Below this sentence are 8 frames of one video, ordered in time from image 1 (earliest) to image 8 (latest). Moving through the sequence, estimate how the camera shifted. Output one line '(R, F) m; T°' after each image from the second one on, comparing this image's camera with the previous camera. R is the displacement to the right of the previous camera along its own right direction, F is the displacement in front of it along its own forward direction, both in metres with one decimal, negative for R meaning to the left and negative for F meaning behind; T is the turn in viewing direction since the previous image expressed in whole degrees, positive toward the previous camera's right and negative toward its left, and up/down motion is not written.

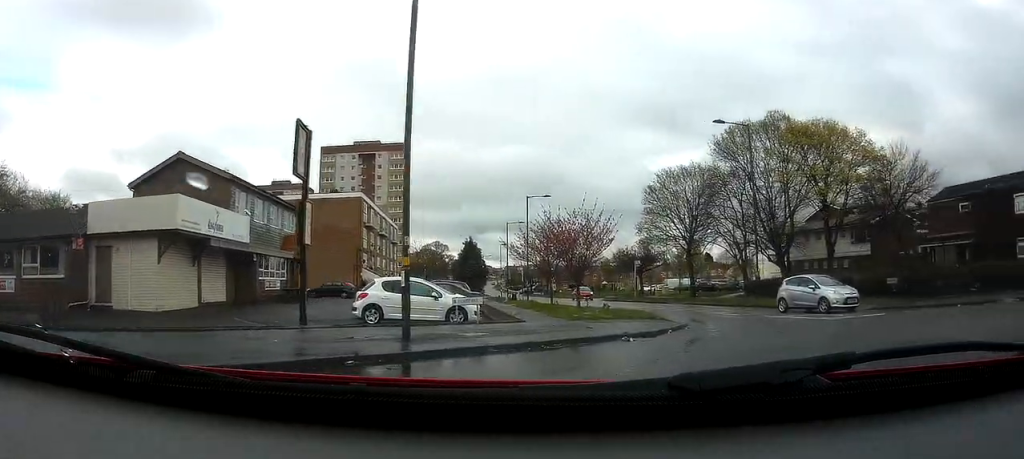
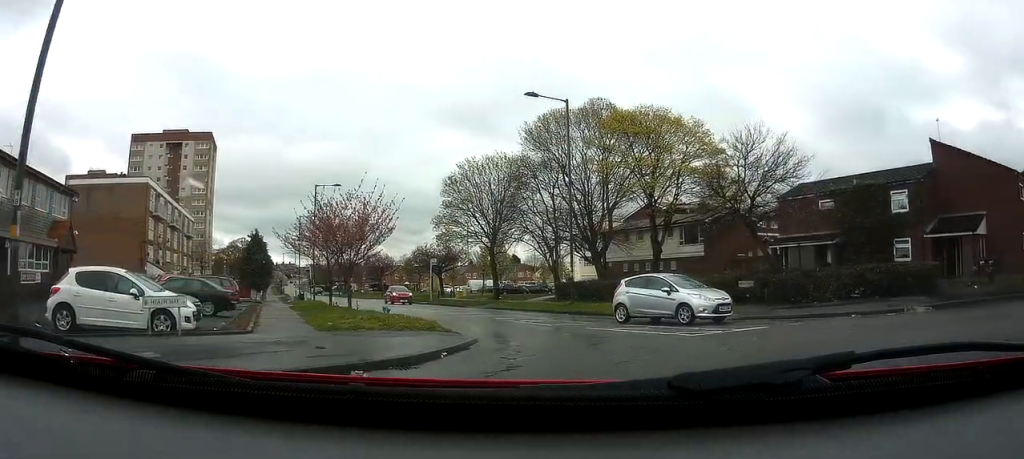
(+0.6, +4.7) m; +22°
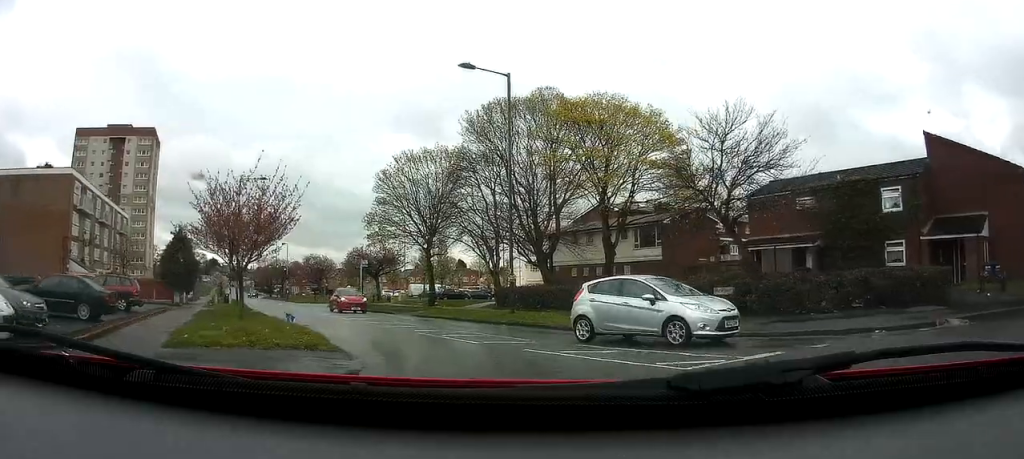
(+0.8, +3.6) m; +17°
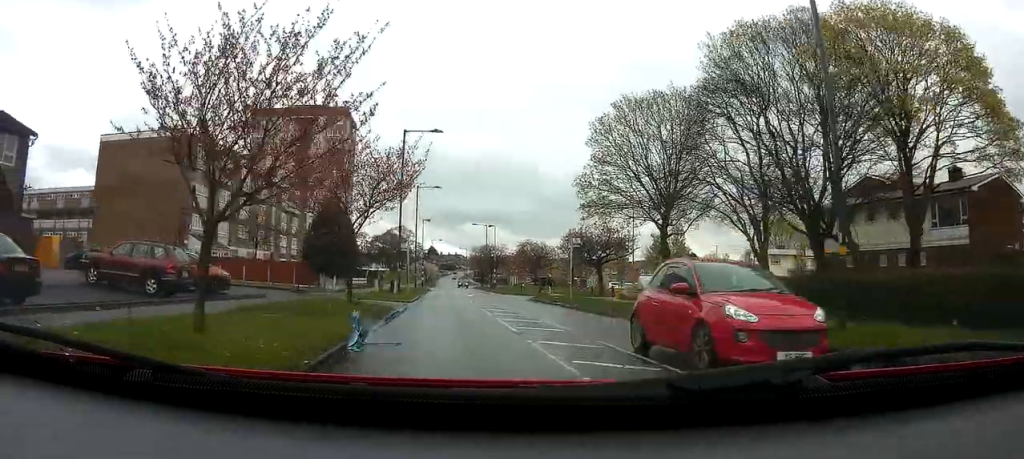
(-0.6, +11.9) m; -13°
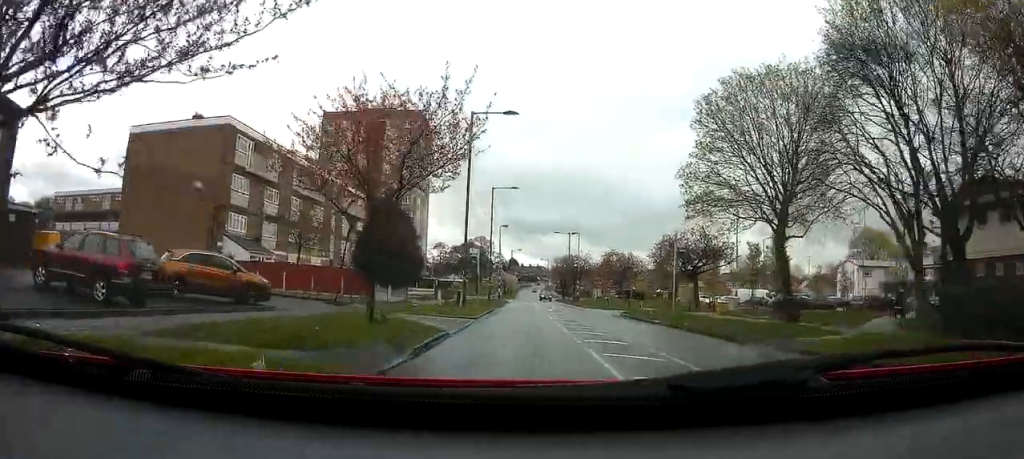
(-0.5, +6.2) m; -7°
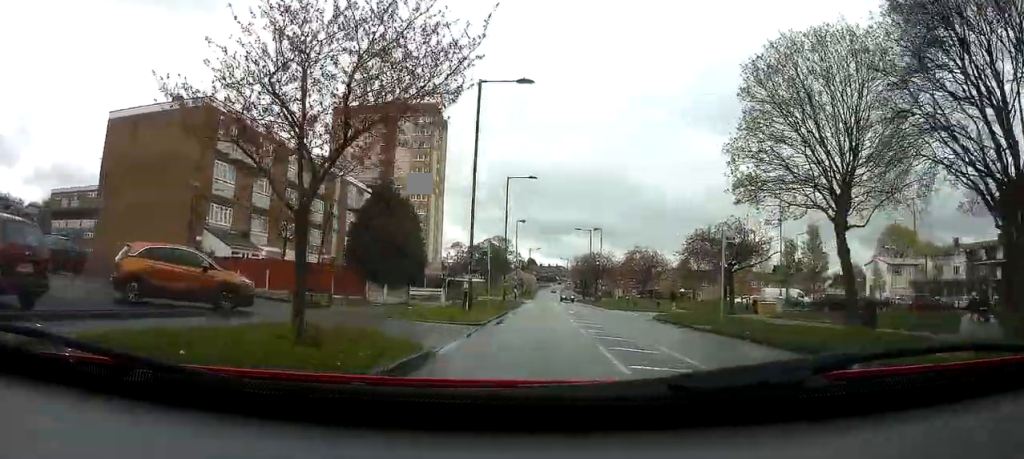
(-0.2, +4.6) m; -3°
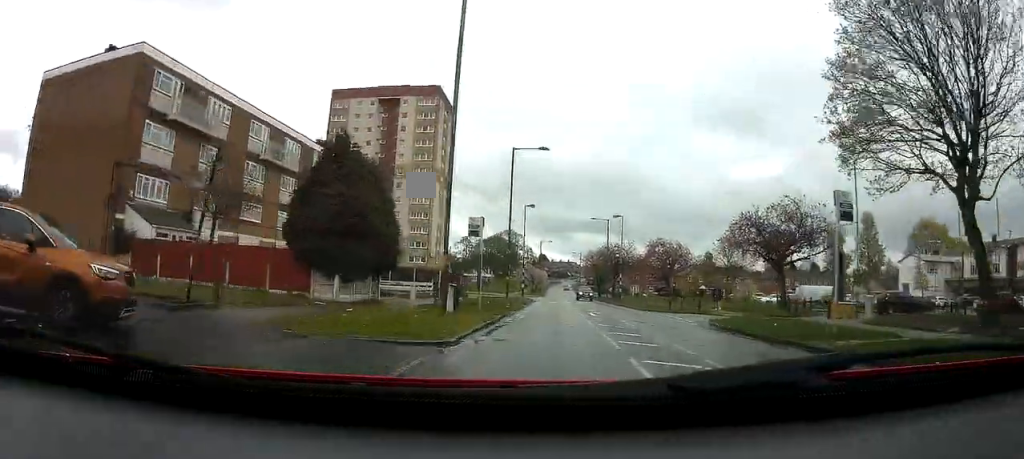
(-0.3, +8.3) m; -1°
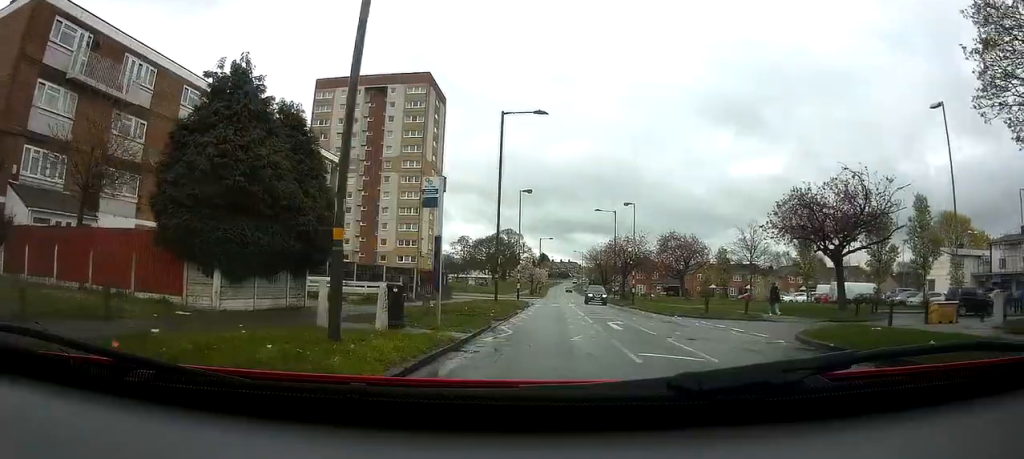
(+0.3, +8.0) m; 0°
